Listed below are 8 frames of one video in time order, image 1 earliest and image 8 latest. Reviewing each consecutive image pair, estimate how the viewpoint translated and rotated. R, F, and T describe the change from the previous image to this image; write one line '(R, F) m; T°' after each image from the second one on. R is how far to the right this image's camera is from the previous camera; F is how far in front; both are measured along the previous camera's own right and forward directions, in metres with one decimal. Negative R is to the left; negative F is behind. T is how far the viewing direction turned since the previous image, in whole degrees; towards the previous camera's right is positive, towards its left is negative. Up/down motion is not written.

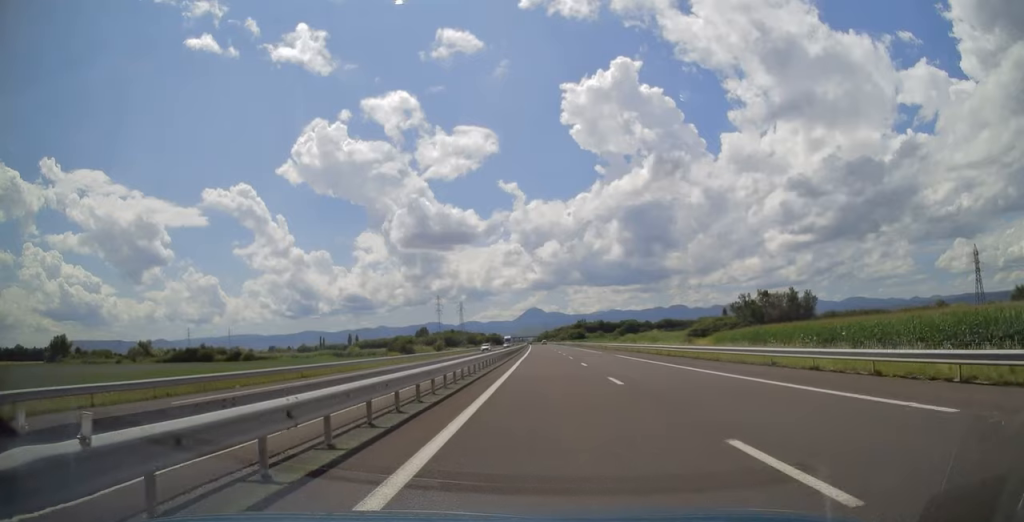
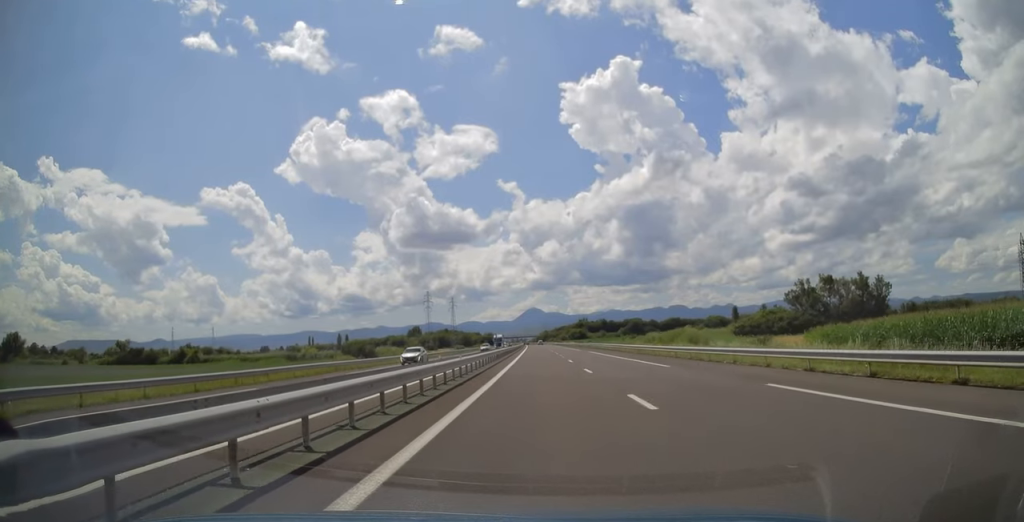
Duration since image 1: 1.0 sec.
(-0.1, +32.3) m; -1°
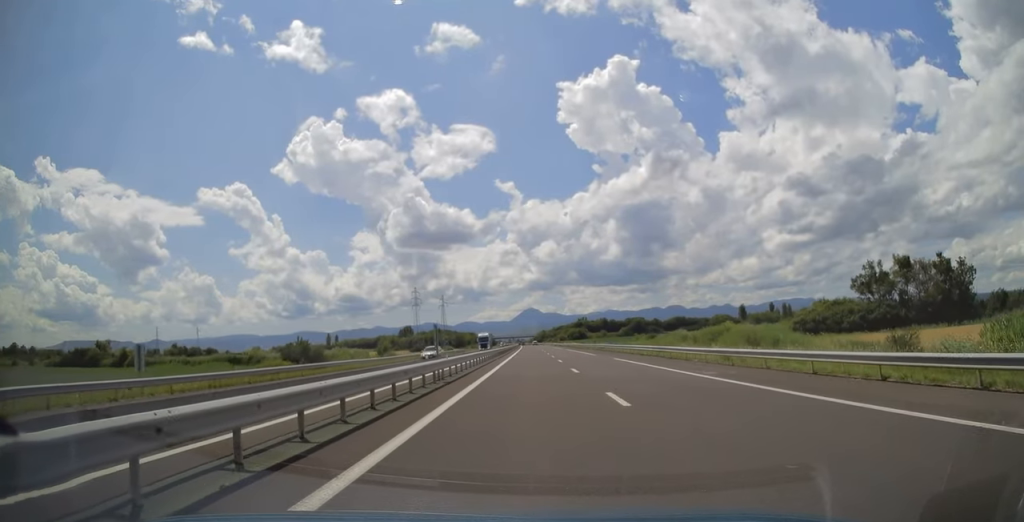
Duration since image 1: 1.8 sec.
(-0.4, +25.3) m; 0°
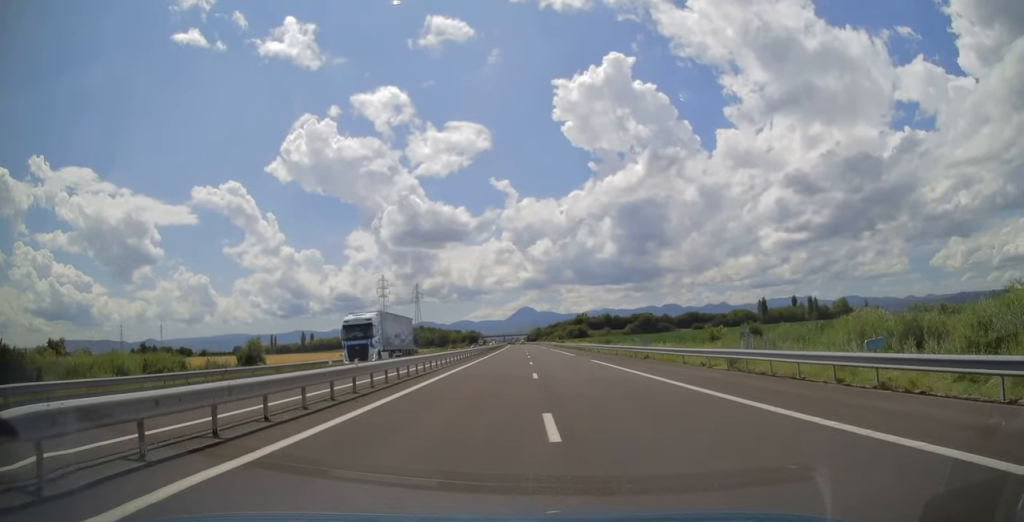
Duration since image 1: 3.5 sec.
(+1.4, +55.7) m; +1°
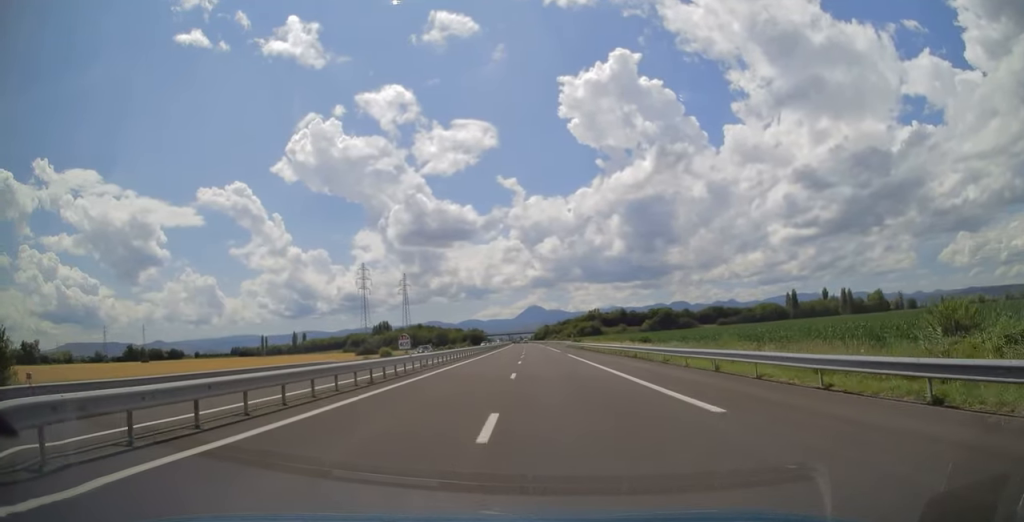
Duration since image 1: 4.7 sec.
(-0.8, +38.9) m; -1°
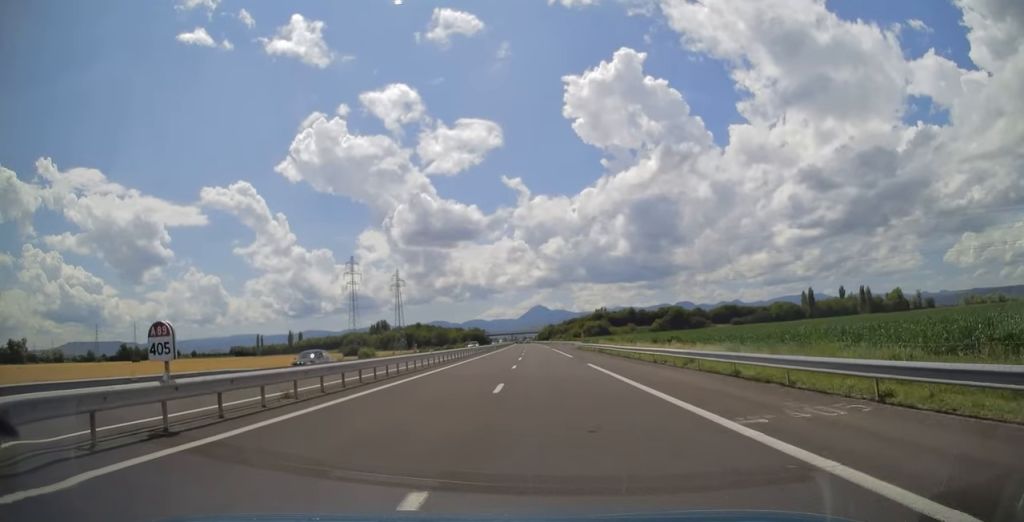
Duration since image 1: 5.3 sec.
(+0.2, +18.6) m; 0°
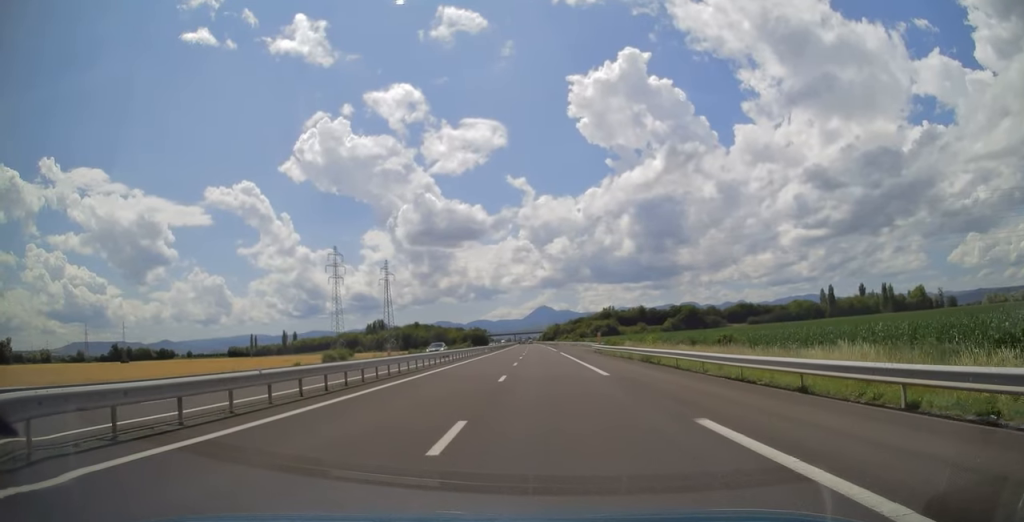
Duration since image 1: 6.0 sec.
(+0.1, +21.2) m; 0°
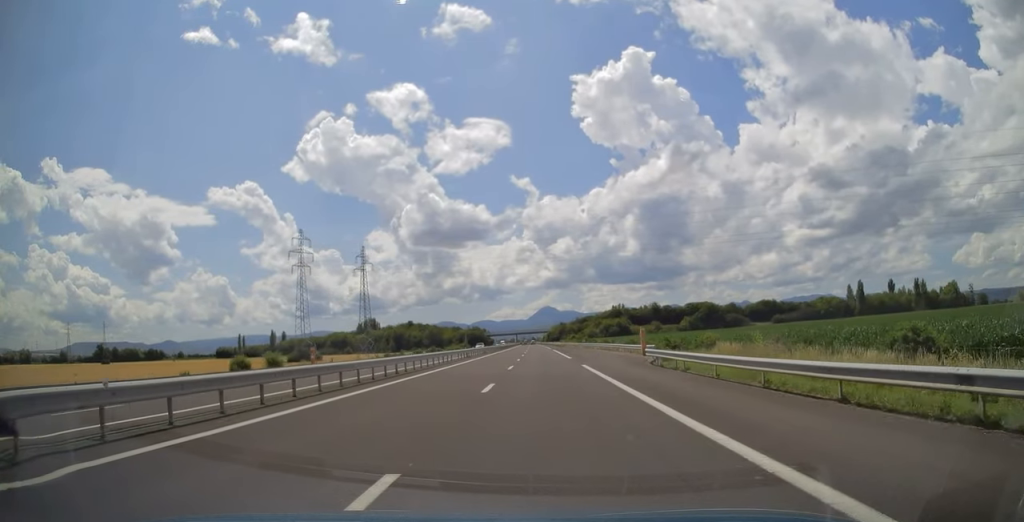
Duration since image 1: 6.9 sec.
(-0.4, +30.1) m; -1°
